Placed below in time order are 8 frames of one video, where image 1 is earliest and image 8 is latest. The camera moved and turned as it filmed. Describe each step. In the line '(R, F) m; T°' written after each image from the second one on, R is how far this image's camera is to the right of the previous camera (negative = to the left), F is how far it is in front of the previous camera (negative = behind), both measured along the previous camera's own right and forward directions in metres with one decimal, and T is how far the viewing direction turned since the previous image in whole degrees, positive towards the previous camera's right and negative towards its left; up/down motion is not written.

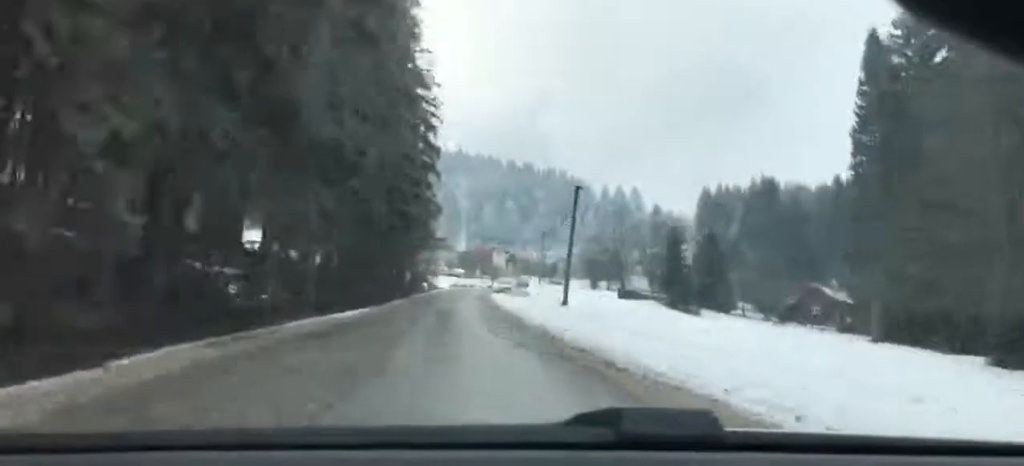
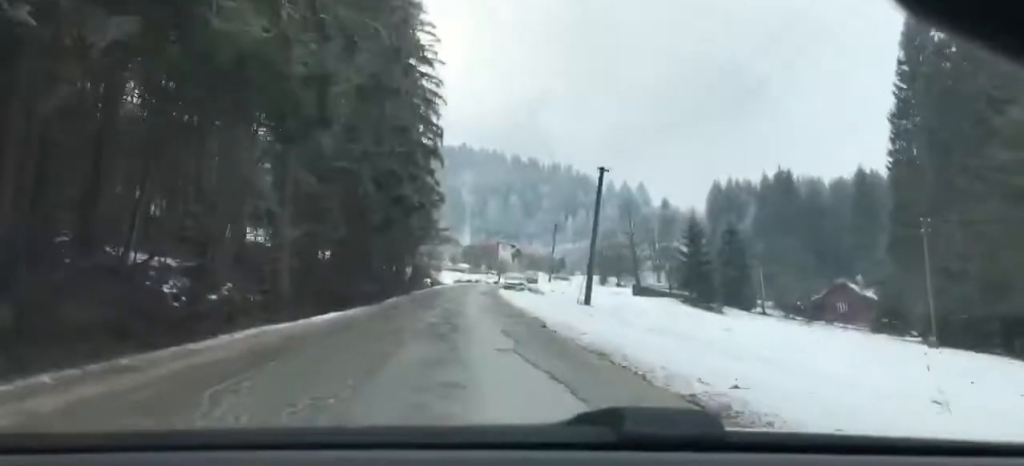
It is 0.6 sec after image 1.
(0.0, +6.6) m; +1°
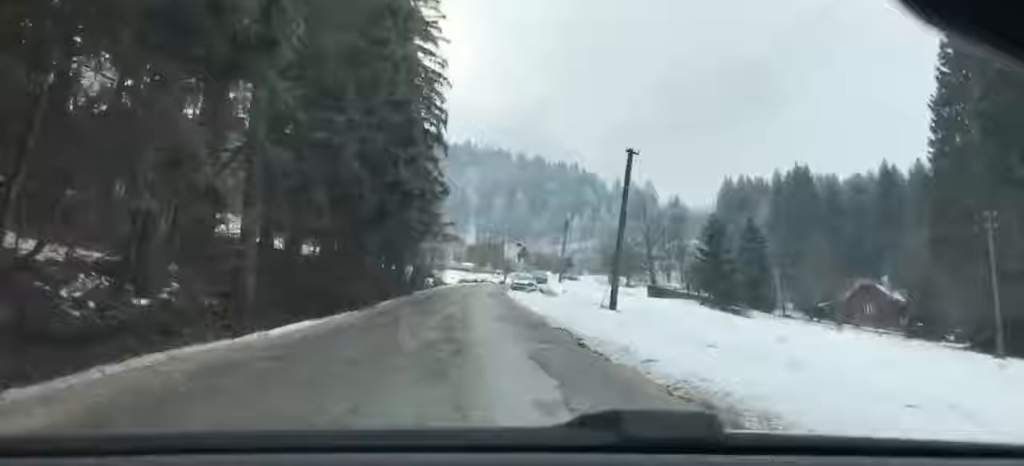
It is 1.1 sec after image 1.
(+0.1, +4.9) m; +1°
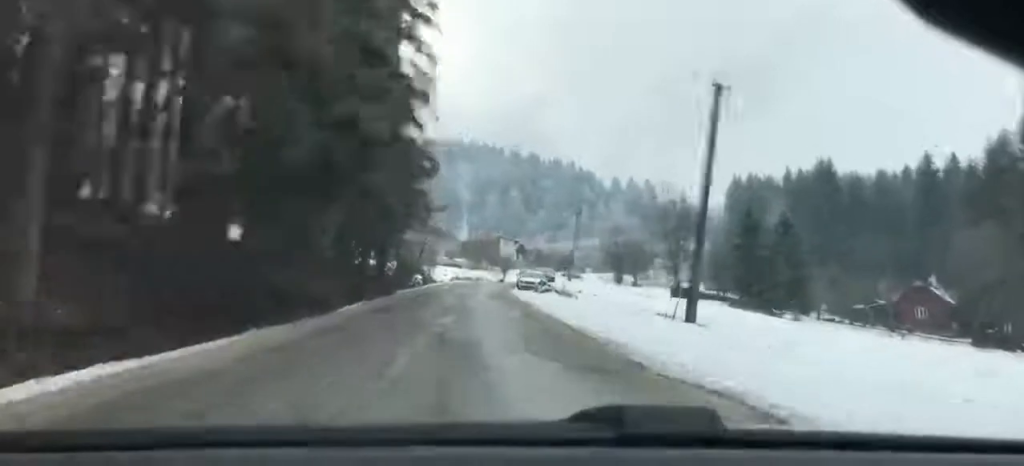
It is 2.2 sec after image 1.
(+0.1, +9.9) m; -1°
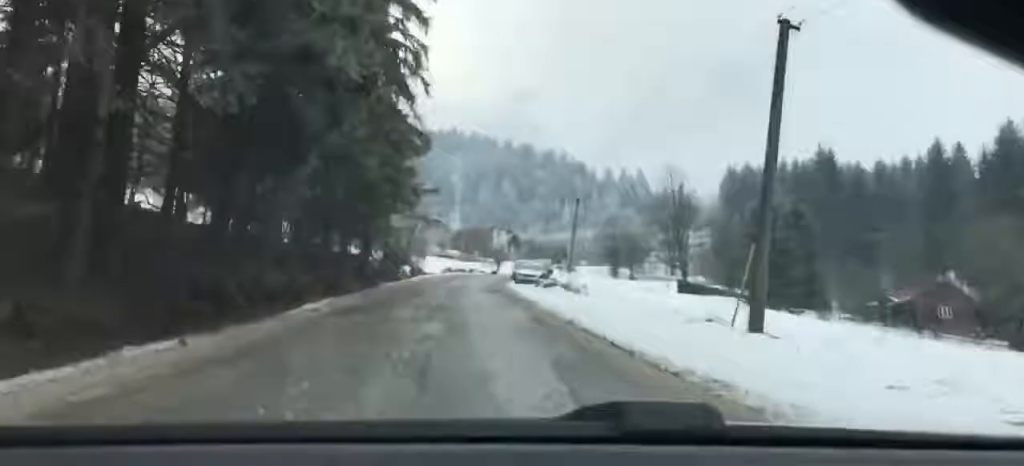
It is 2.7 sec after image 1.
(-0.1, +4.8) m; 0°
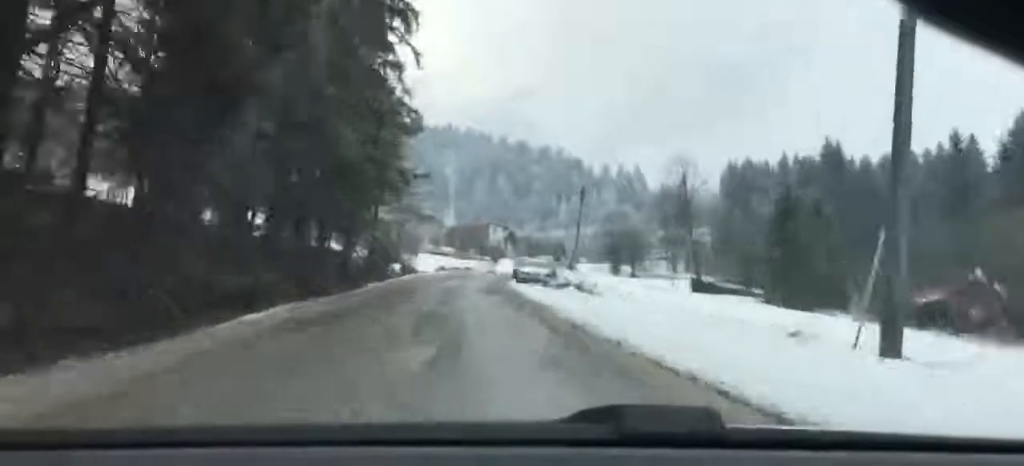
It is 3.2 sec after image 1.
(-0.1, +4.9) m; 0°
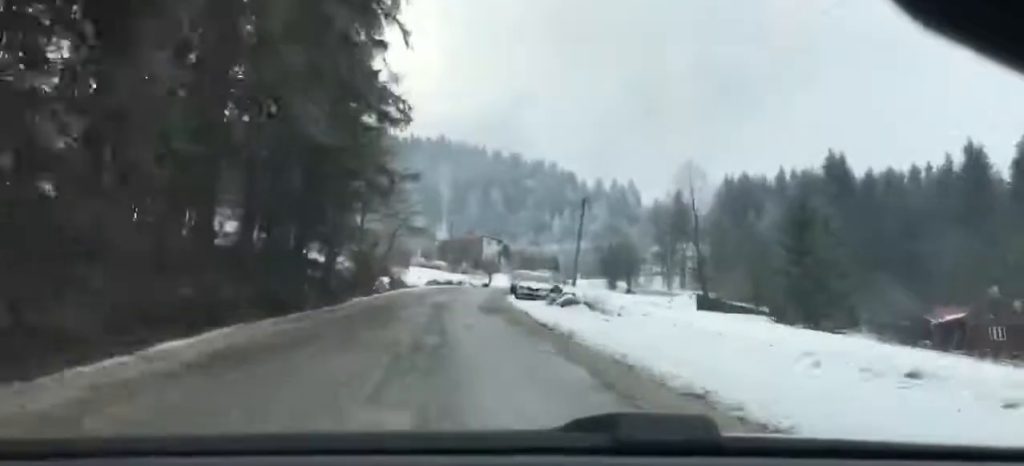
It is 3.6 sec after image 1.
(+0.1, +4.3) m; -1°
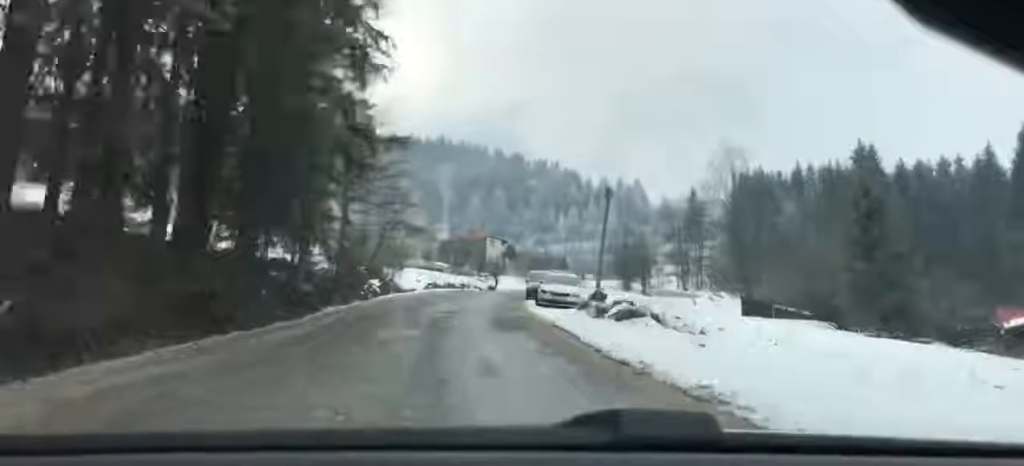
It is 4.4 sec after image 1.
(+0.1, +9.0) m; -3°
